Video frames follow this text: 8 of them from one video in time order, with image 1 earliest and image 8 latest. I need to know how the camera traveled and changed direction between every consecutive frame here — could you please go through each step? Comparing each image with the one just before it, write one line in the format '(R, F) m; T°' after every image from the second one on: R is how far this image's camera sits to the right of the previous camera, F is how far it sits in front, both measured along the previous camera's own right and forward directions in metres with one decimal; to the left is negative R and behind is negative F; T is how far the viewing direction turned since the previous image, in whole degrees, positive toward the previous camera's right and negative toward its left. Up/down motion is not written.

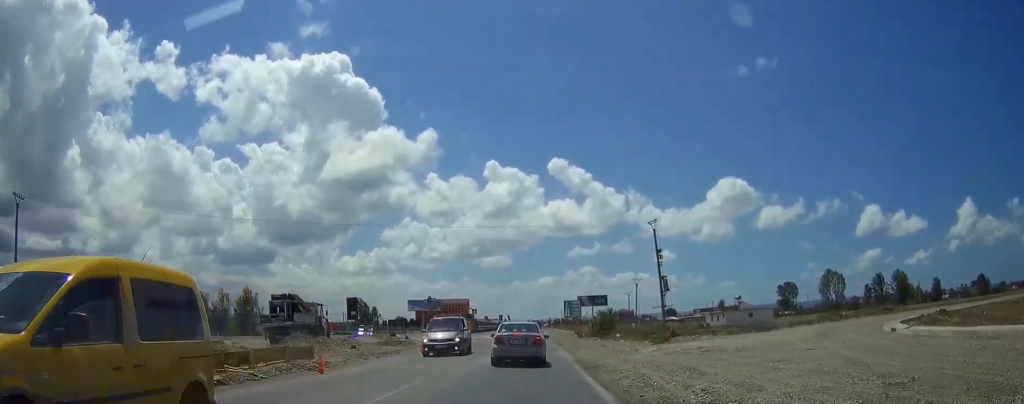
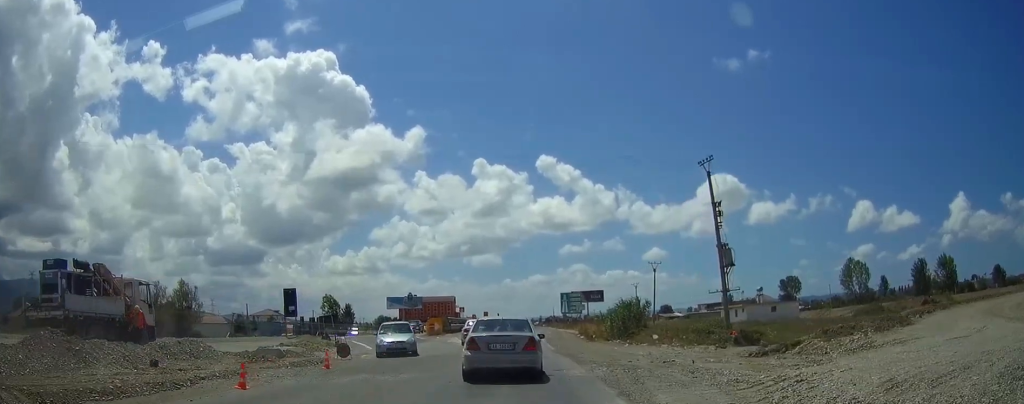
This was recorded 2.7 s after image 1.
(+0.1, +23.1) m; -1°
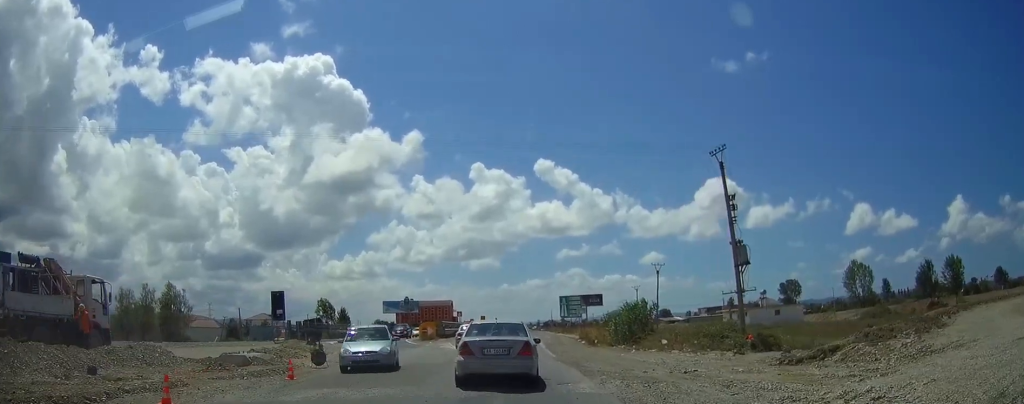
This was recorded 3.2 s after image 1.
(0.0, +3.4) m; 0°
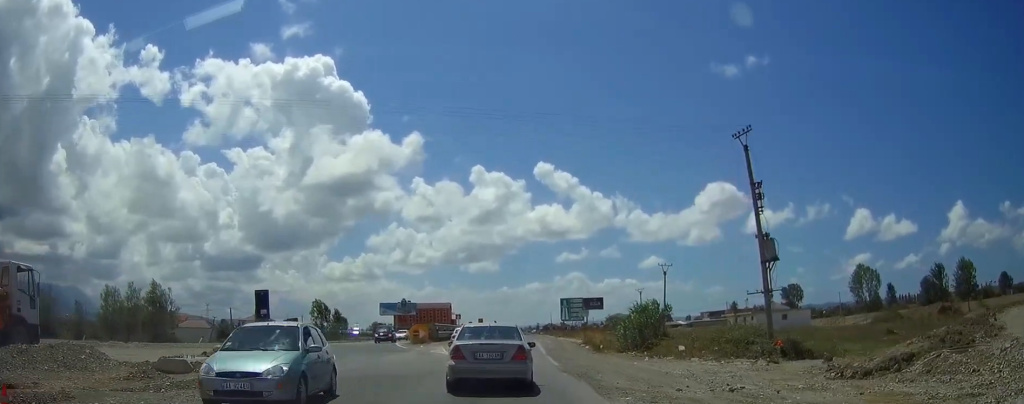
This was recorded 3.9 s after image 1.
(0.0, +4.5) m; 0°
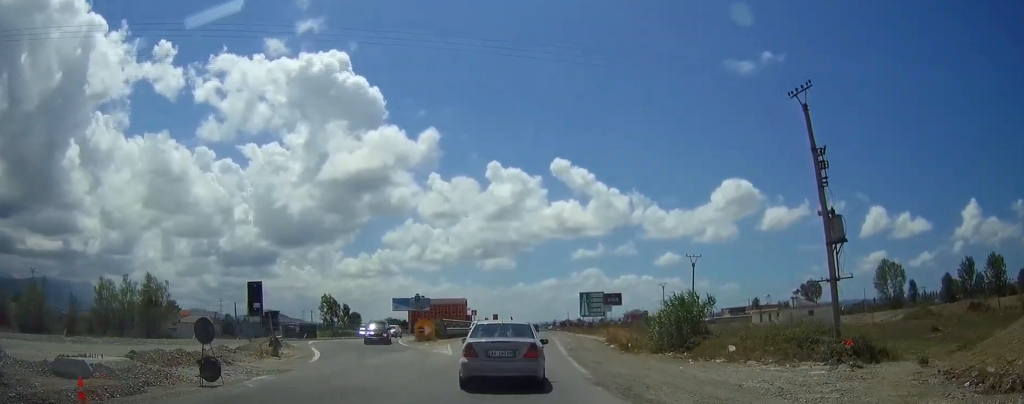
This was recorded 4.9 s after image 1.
(0.0, +5.8) m; -1°
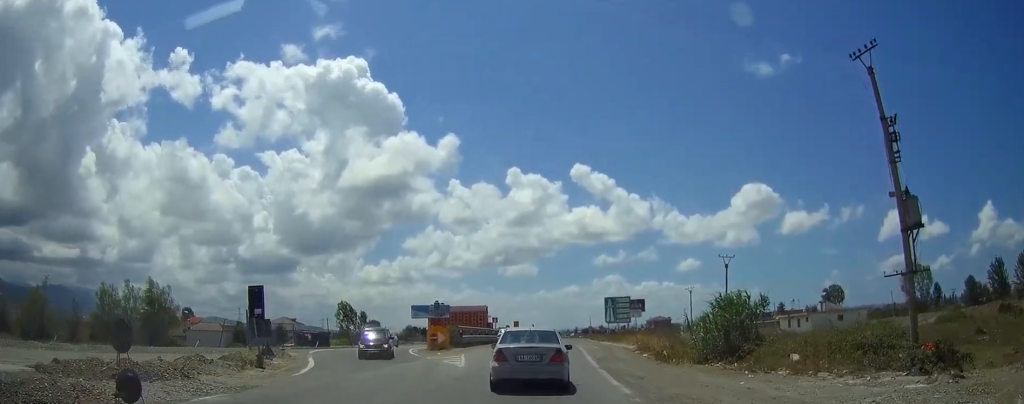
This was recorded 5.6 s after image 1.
(-0.1, +4.6) m; -1°
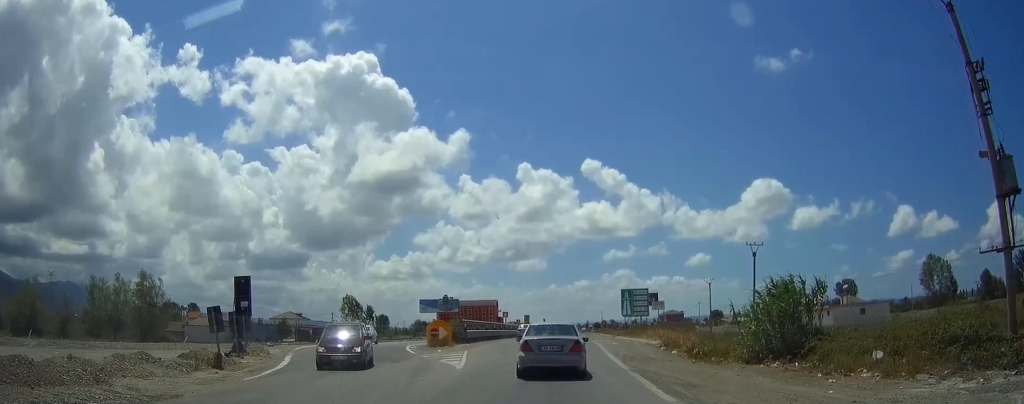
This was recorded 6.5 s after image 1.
(0.0, +5.2) m; -1°
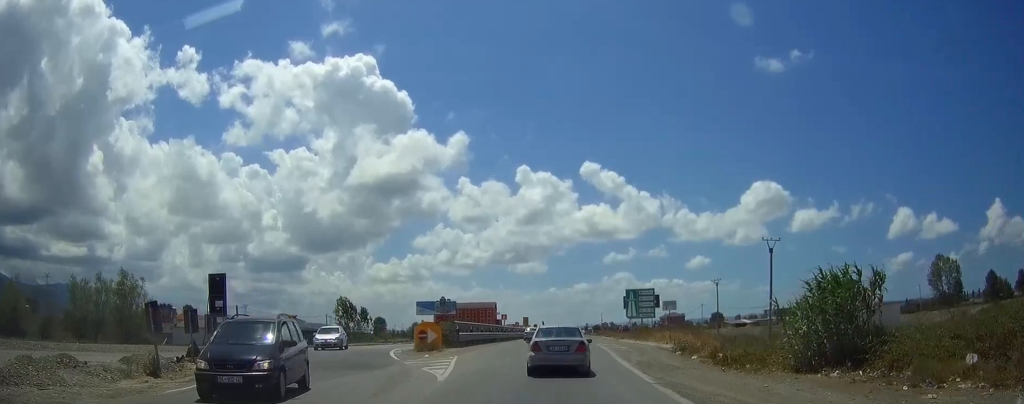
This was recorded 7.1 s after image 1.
(0.0, +4.4) m; 0°
